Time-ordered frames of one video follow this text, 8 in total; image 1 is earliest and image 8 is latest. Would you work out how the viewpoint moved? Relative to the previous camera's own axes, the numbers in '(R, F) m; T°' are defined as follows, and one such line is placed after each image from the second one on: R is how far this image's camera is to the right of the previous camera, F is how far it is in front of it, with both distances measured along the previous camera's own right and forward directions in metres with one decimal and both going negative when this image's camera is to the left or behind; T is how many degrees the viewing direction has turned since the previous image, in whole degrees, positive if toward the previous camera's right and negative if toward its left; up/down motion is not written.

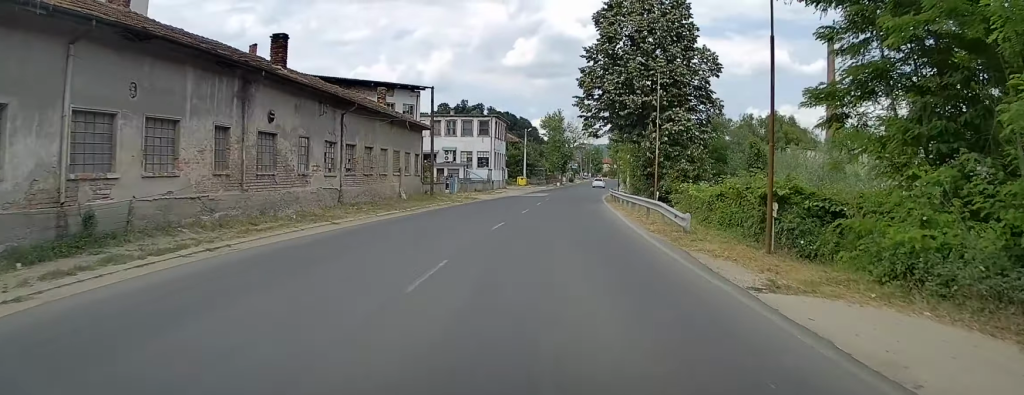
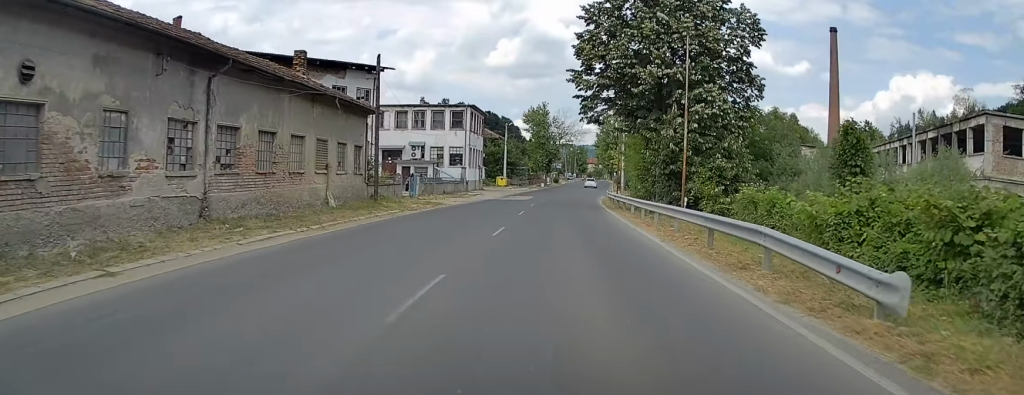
(+0.1, +11.0) m; +1°
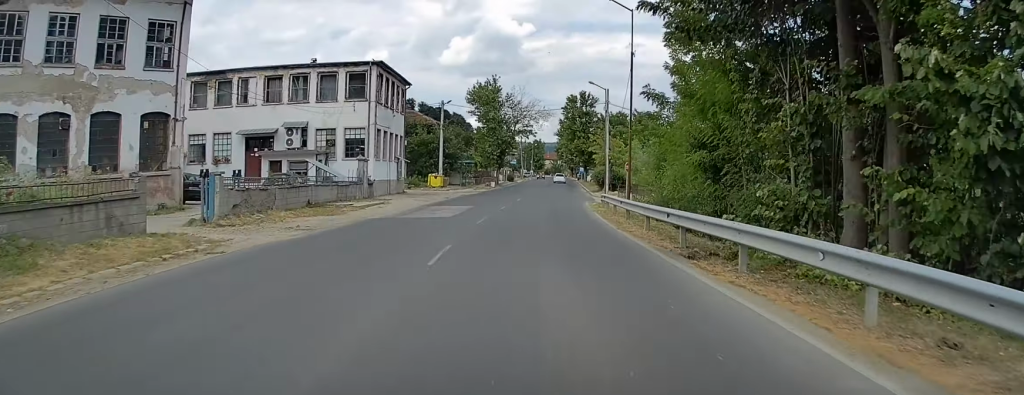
(+0.5, +24.2) m; +3°
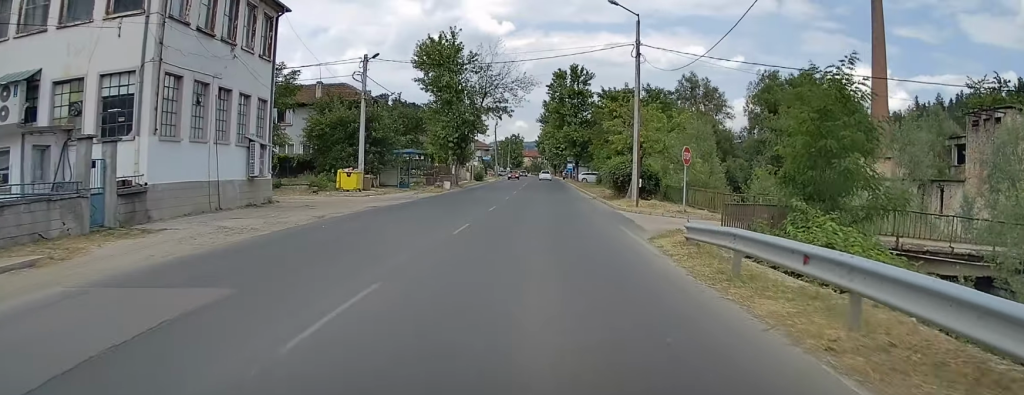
(+0.6, +24.4) m; +3°
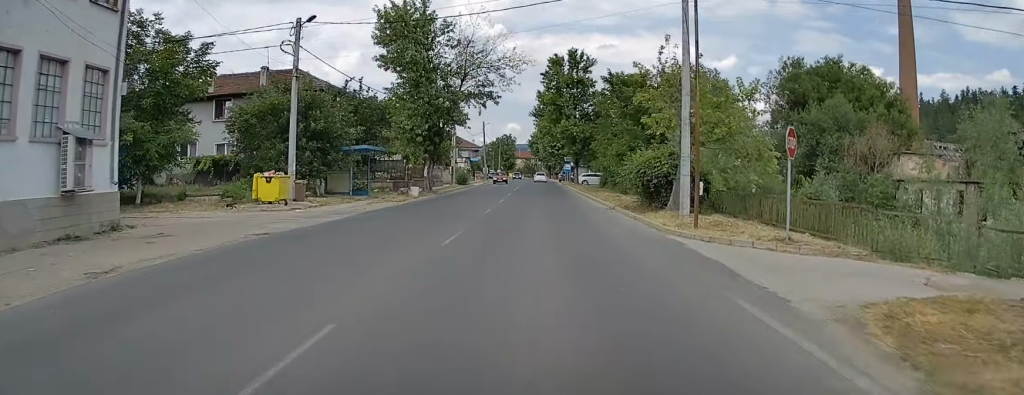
(+0.1, +11.6) m; +1°
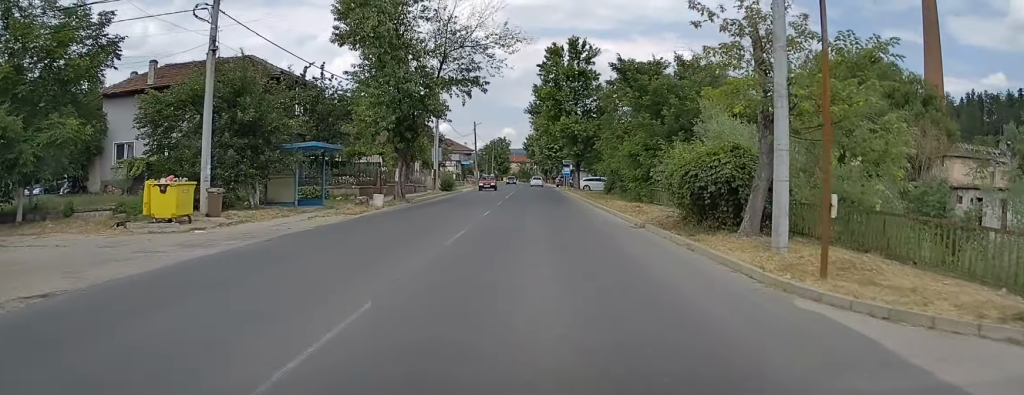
(+0.1, +8.5) m; 0°
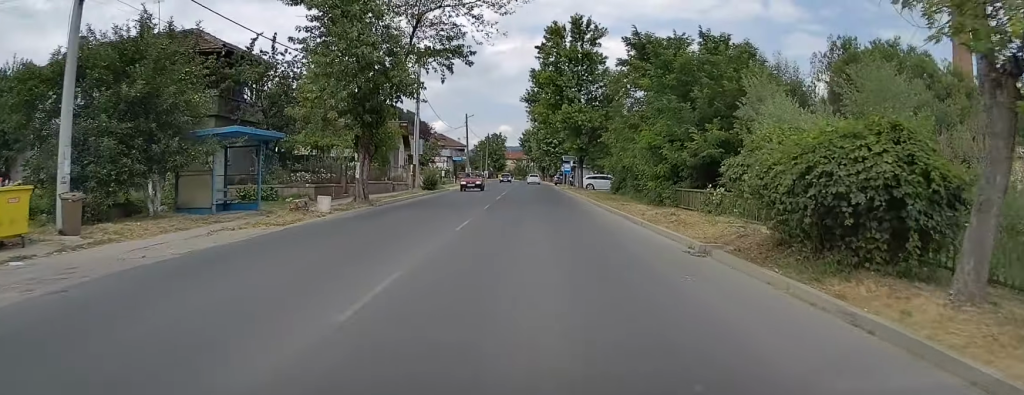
(0.0, +7.9) m; 0°
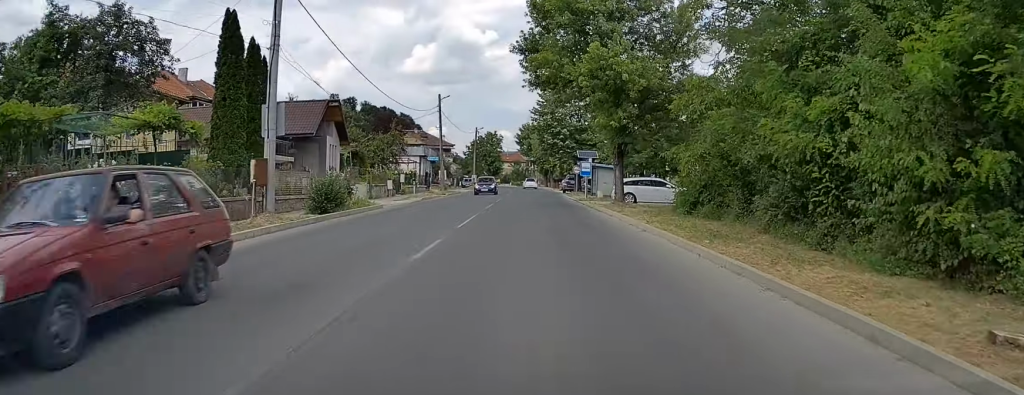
(0.0, +25.6) m; 0°
